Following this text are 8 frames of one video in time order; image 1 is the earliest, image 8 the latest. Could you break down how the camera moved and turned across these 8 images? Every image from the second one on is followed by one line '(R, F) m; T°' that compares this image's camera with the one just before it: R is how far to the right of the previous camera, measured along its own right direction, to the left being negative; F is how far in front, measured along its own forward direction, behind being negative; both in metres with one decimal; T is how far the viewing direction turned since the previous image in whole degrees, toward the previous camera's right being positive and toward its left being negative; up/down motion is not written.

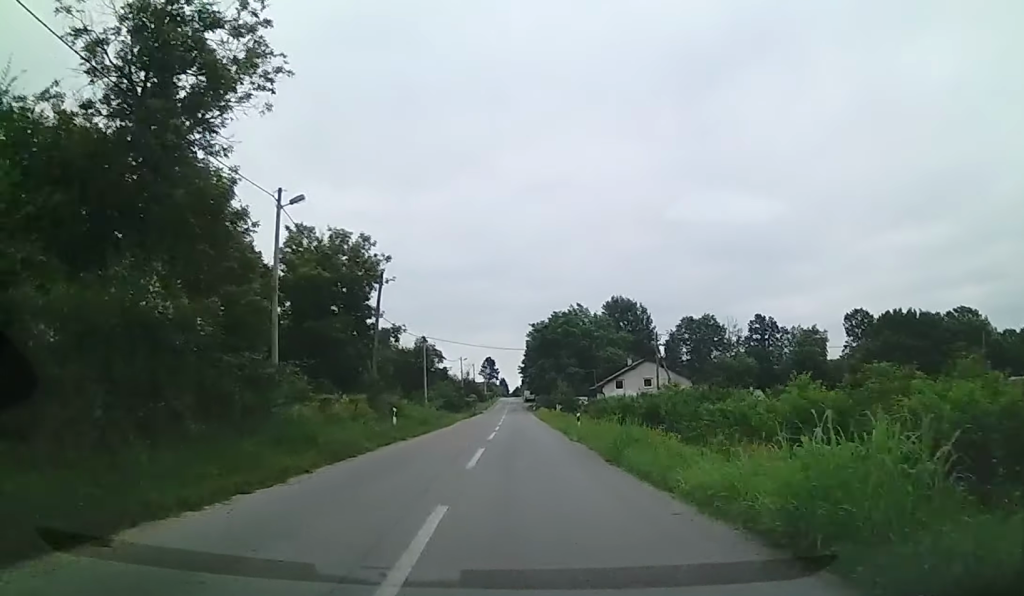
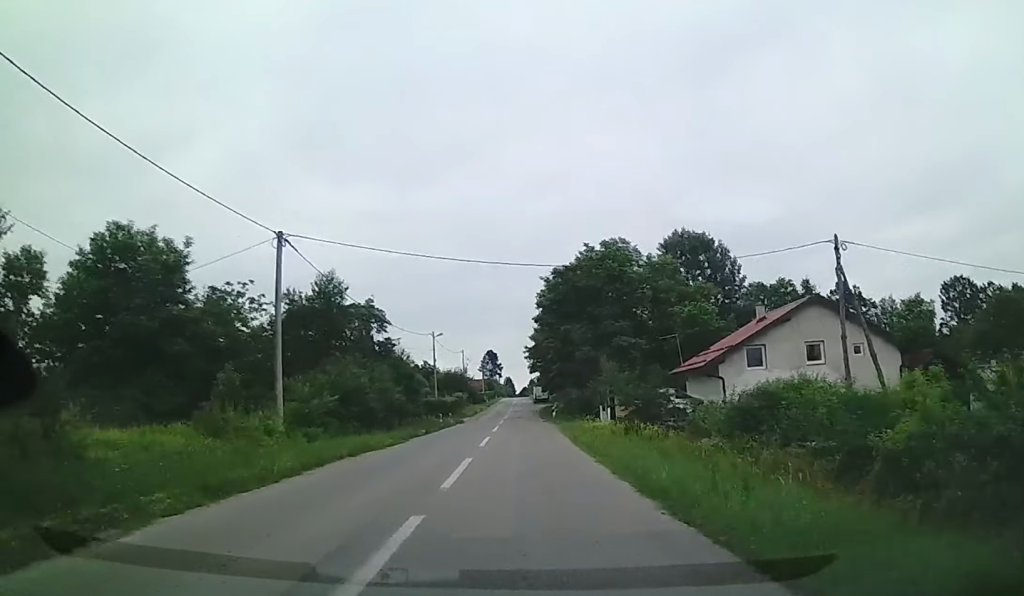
(-0.3, +38.0) m; -2°
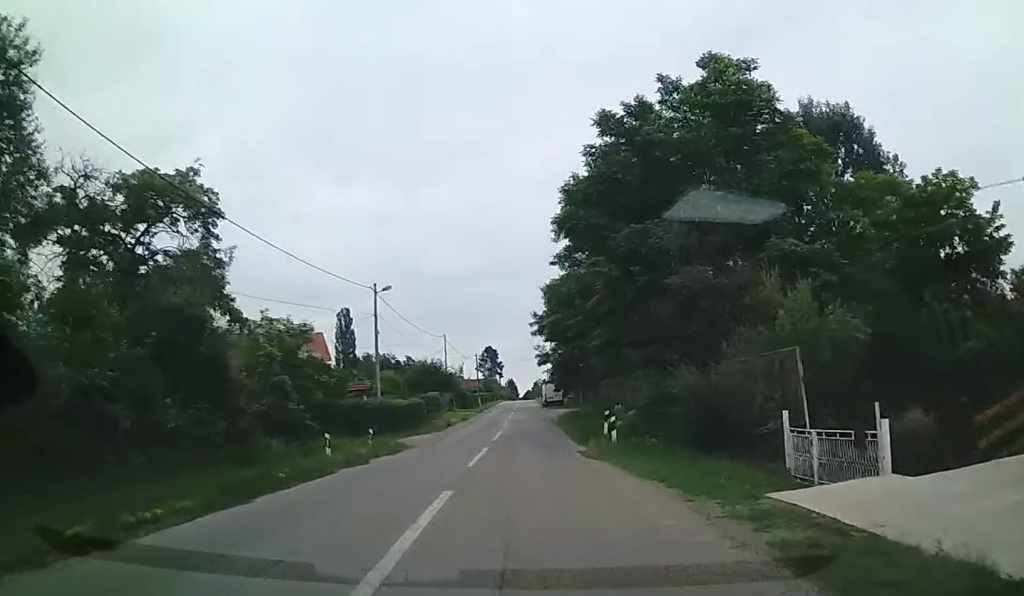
(-0.1, +27.2) m; -1°
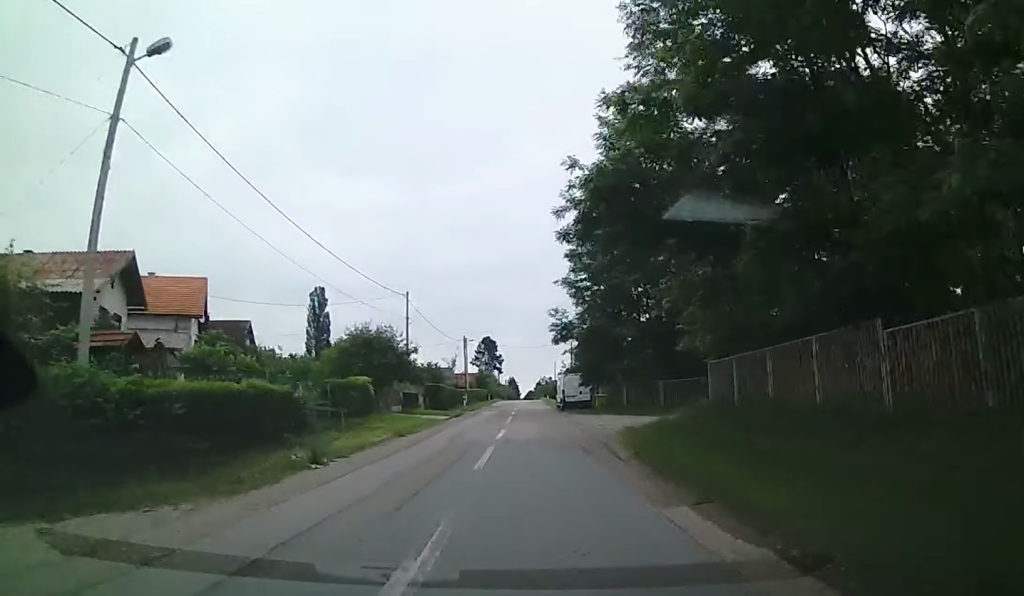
(-0.4, +26.1) m; -1°
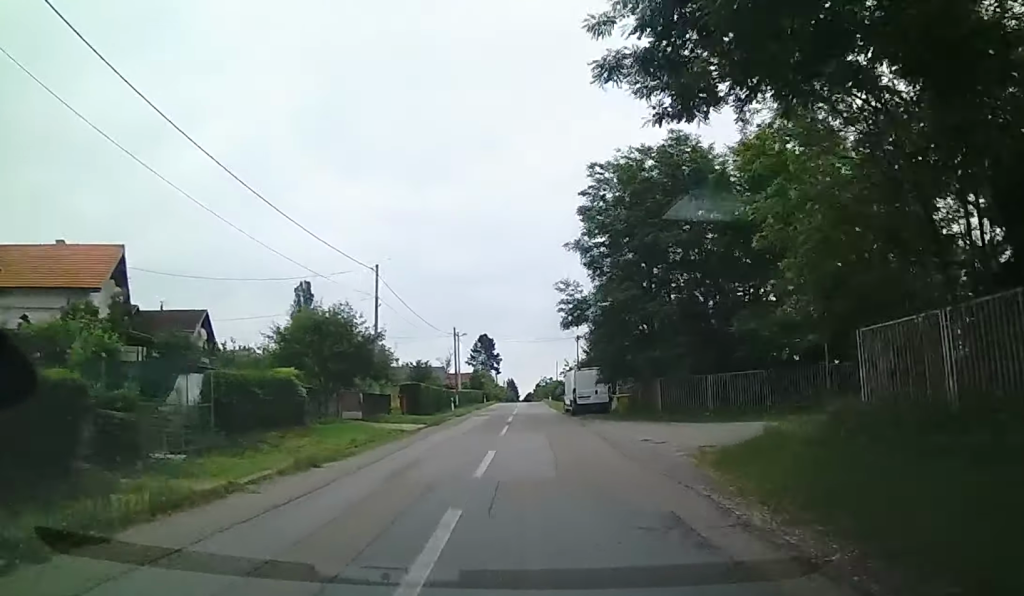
(-0.1, +9.5) m; 0°
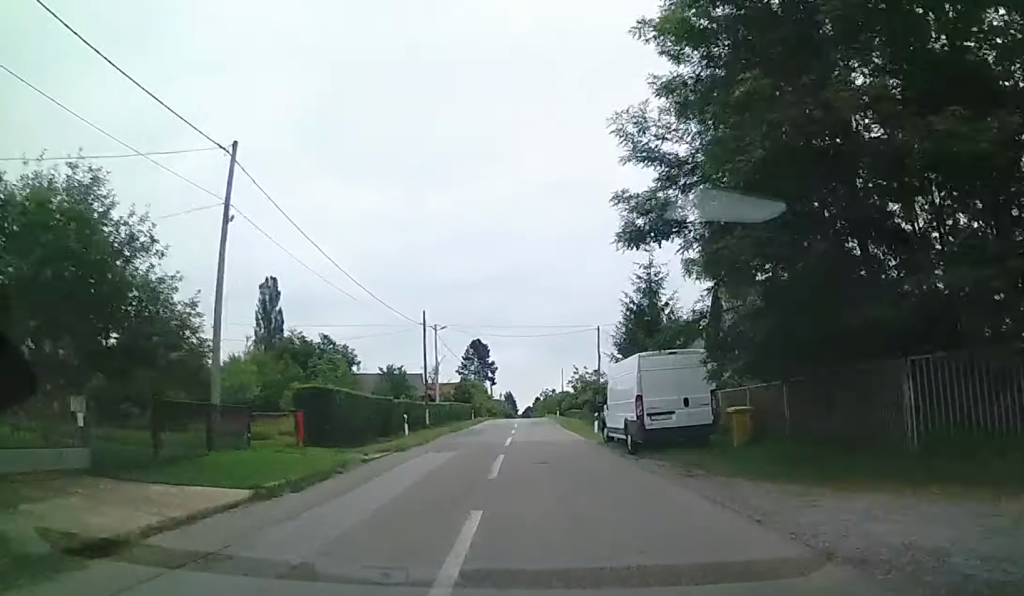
(+0.4, +19.0) m; +1°
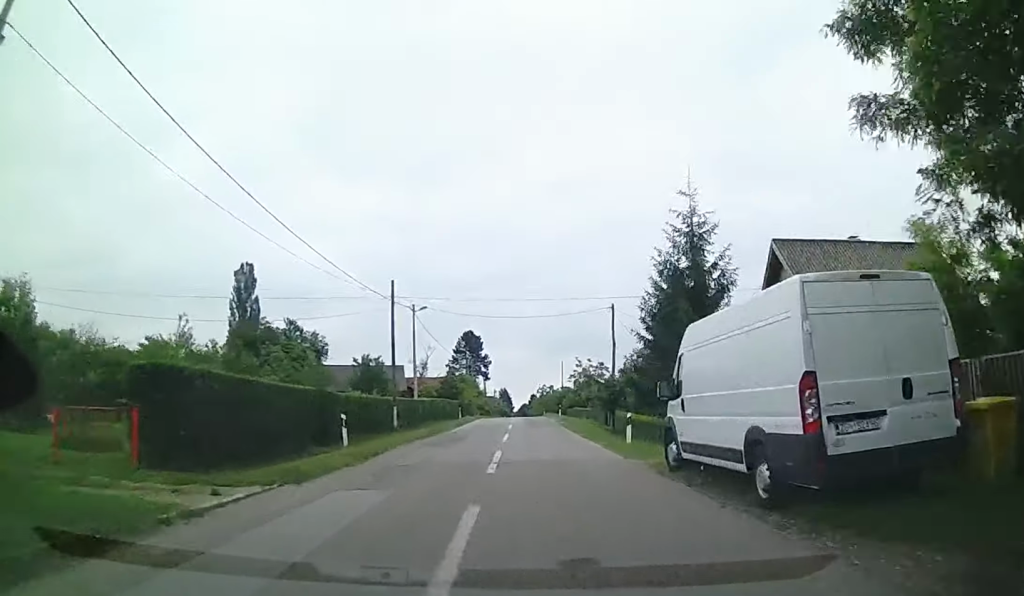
(0.0, +9.7) m; +1°
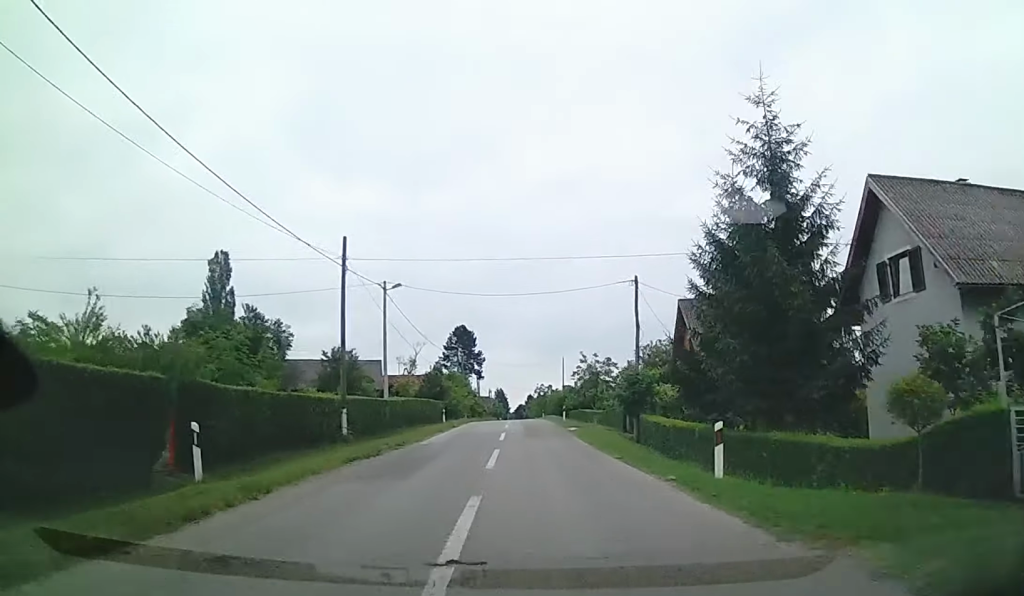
(-0.1, +9.0) m; +1°
